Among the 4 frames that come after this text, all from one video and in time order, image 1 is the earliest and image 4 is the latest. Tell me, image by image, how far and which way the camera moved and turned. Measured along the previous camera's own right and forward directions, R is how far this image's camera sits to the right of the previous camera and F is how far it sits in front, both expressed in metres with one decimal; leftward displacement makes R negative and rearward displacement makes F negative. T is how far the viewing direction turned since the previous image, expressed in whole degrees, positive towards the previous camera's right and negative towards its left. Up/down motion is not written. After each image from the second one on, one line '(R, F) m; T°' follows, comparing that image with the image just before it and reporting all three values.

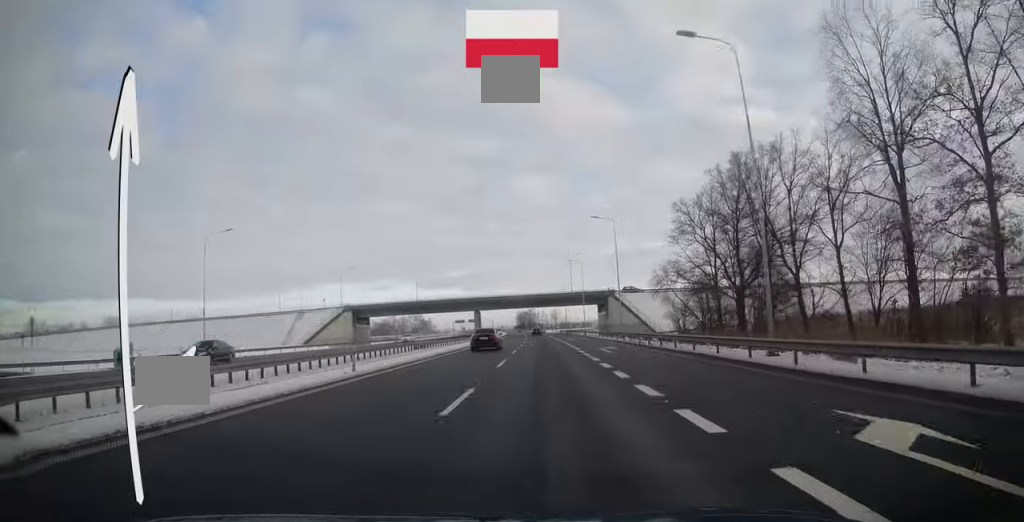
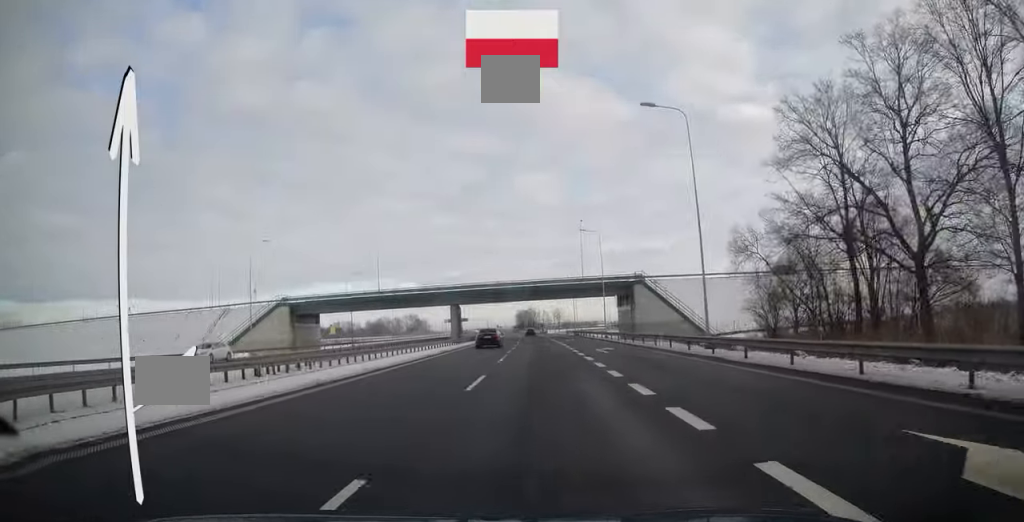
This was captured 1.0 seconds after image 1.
(-0.4, +32.0) m; 0°
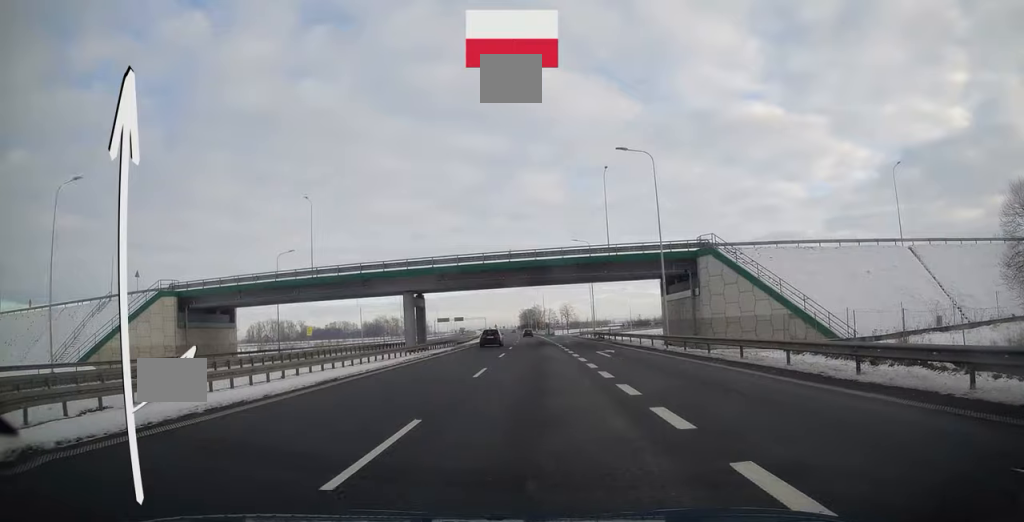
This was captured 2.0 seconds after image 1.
(+0.3, +32.3) m; 0°
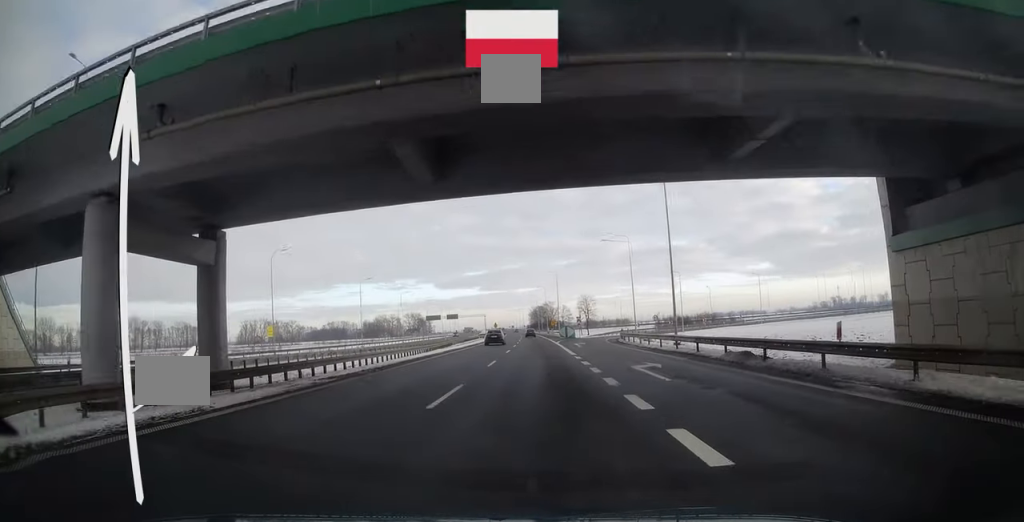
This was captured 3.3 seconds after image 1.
(-0.7, +42.1) m; -2°
